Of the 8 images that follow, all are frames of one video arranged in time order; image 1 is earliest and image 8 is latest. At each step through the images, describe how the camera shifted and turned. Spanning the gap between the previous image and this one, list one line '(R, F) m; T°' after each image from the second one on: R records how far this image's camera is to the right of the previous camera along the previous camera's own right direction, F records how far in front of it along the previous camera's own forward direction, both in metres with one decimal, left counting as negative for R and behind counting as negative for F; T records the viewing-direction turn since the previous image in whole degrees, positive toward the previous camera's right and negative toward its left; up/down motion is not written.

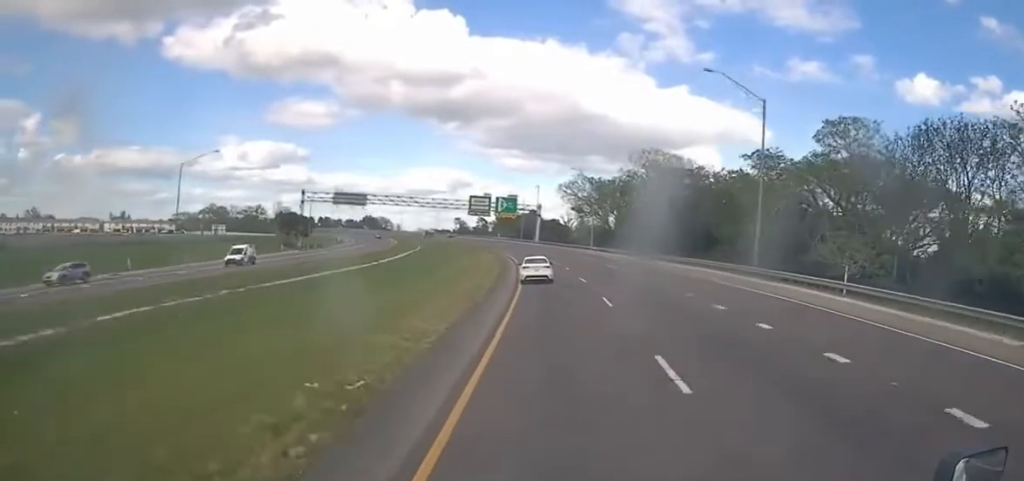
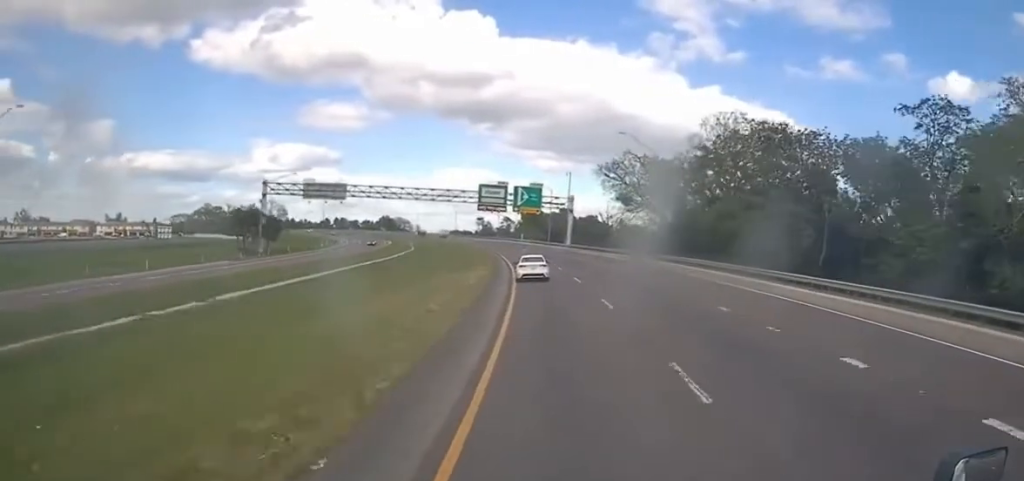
(-3.8, +35.4) m; -1°
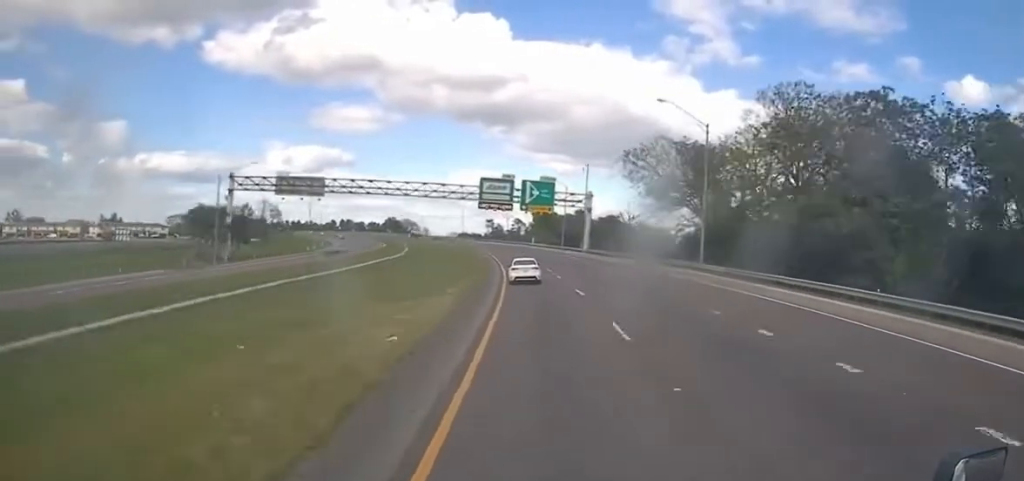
(+0.9, +18.2) m; +3°
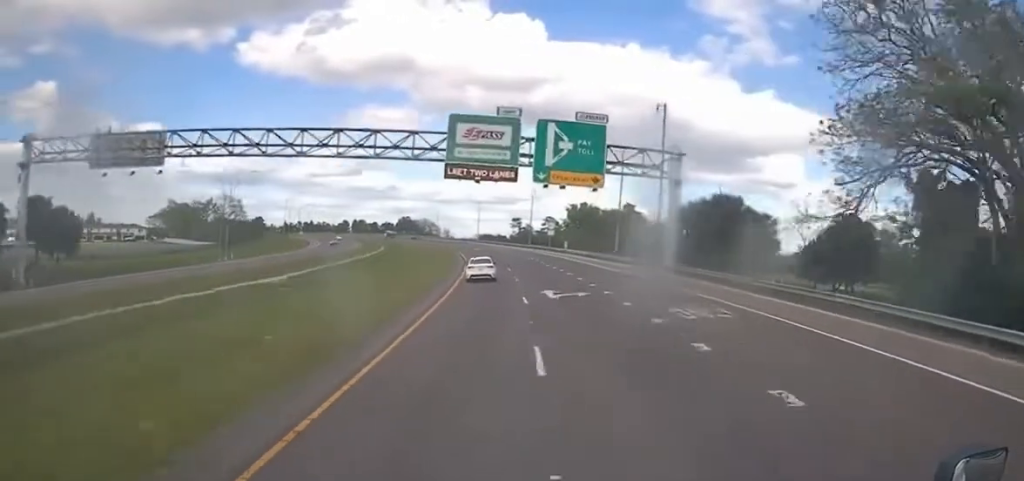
(-1.9, +53.4) m; -11°
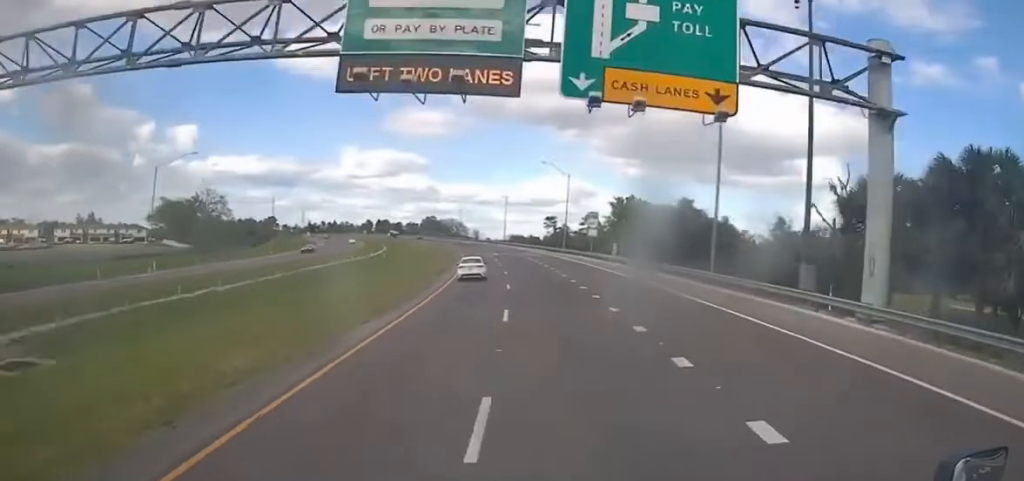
(-0.8, +29.2) m; -1°
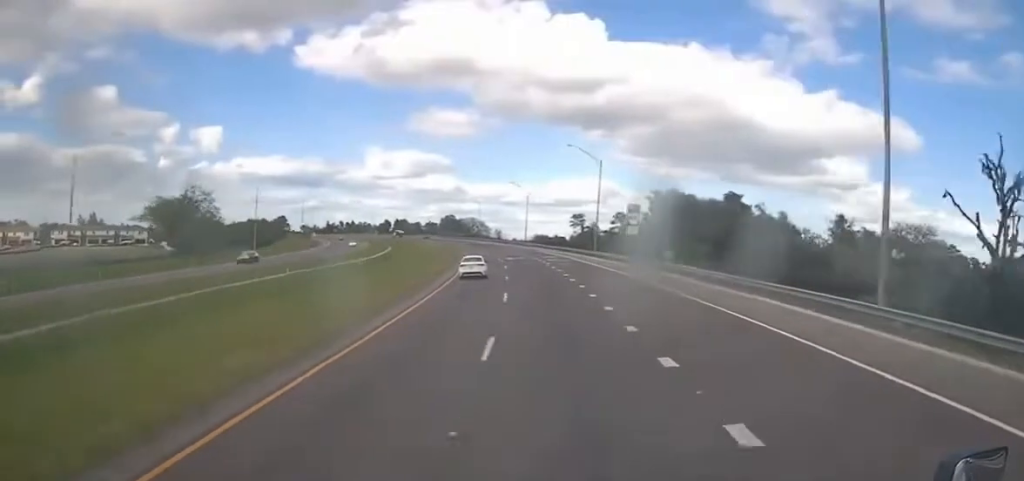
(+0.3, +18.6) m; -1°
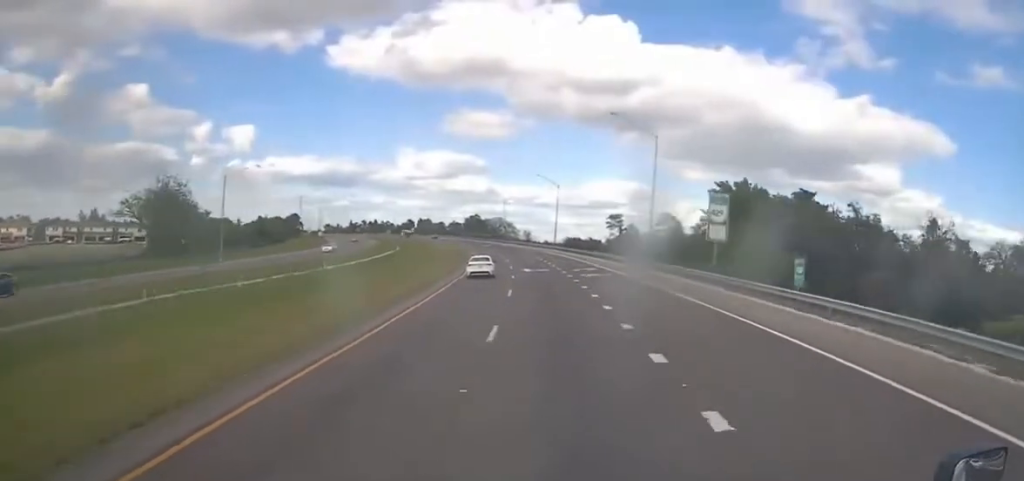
(-0.6, +22.5) m; -3°
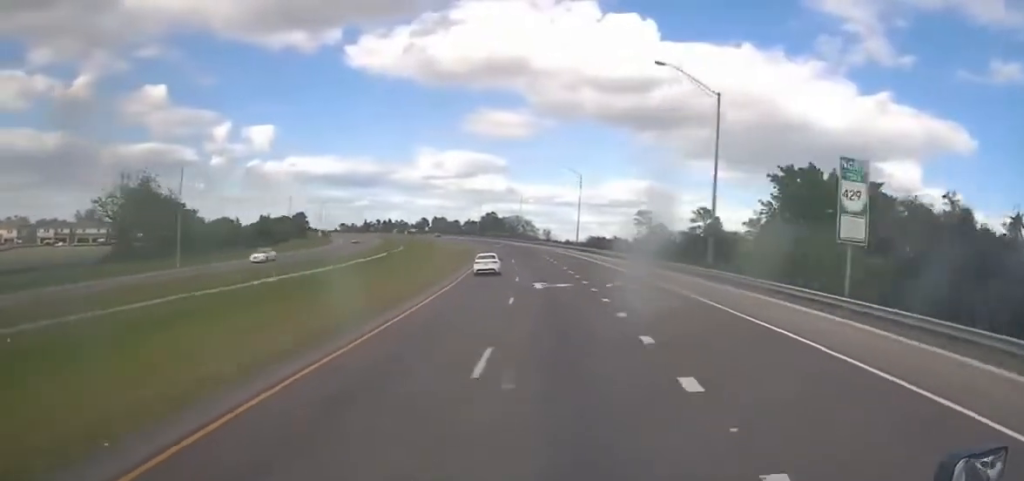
(-0.3, +16.6) m; -2°
